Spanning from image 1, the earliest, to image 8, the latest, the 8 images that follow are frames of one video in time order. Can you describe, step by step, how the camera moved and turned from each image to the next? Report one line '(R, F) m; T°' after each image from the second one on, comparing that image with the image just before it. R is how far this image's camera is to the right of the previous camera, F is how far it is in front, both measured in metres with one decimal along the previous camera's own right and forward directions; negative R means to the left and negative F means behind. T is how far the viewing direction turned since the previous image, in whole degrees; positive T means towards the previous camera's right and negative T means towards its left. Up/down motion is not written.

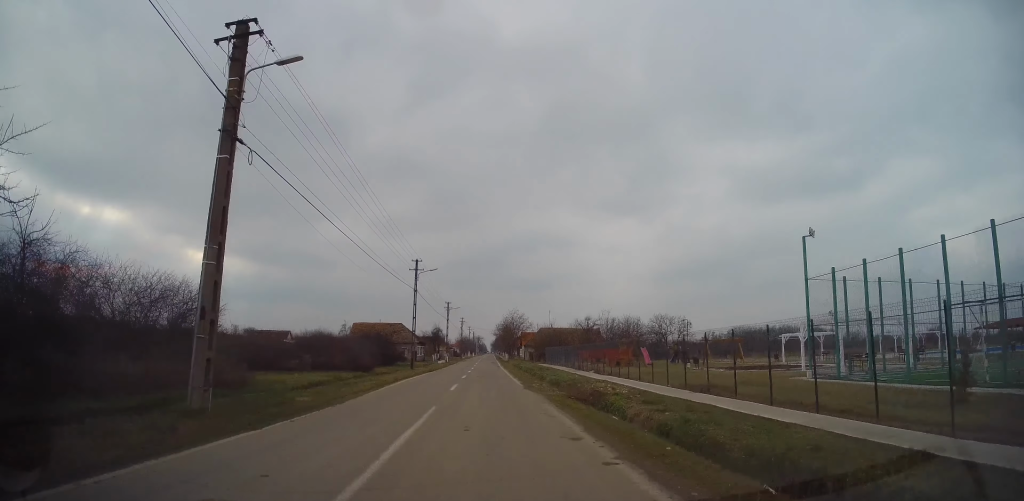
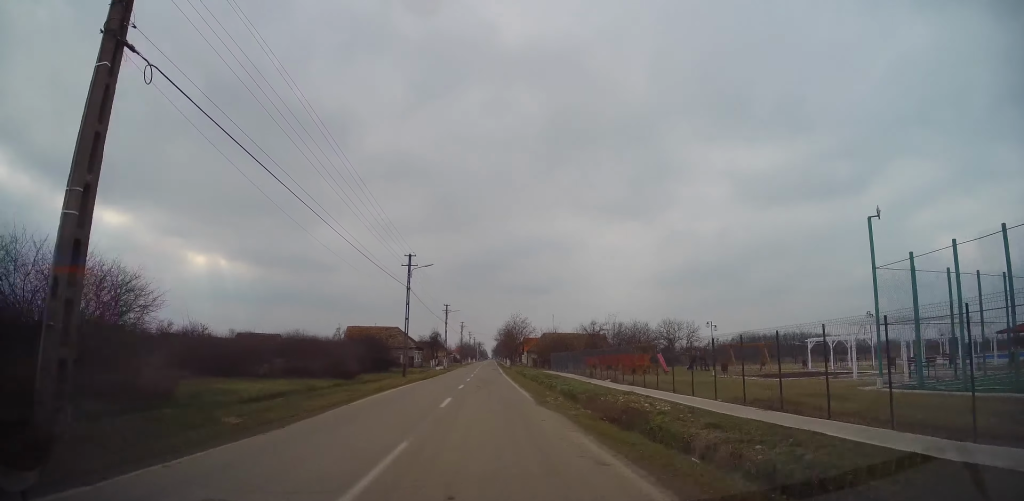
(-0.2, +4.1) m; -1°
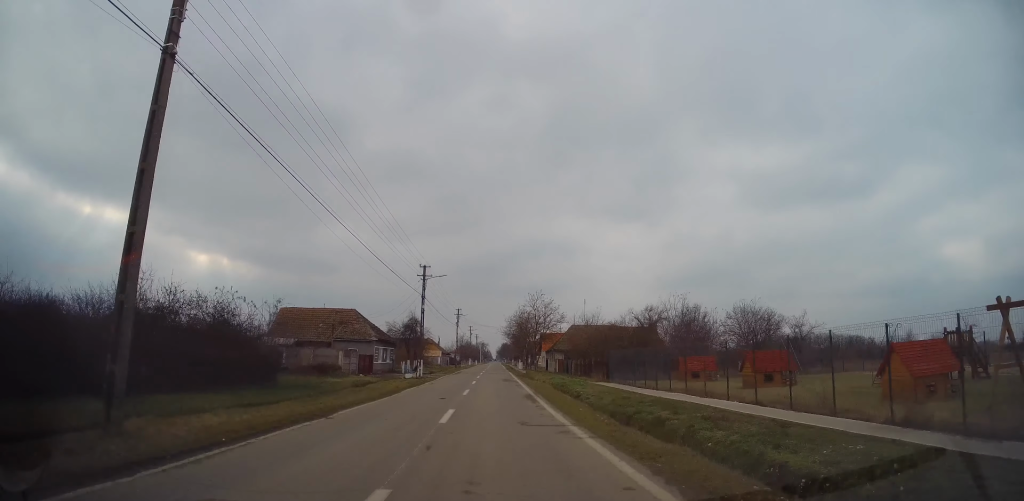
(-0.9, +28.3) m; -2°
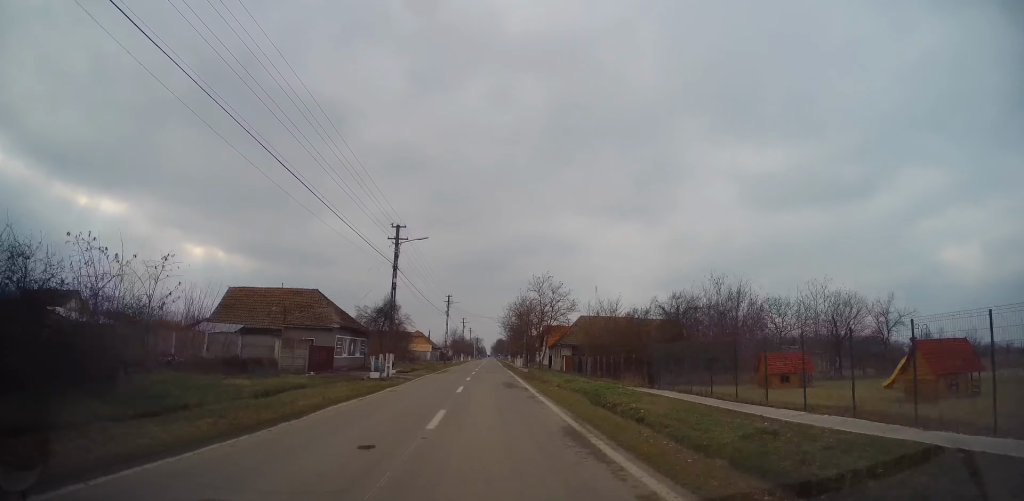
(+0.2, +10.1) m; 0°
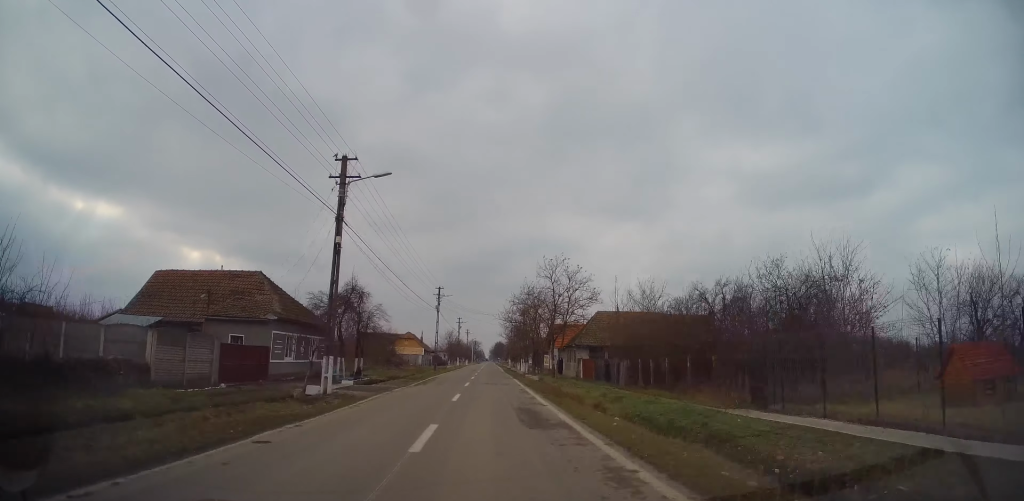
(-0.1, +10.5) m; -2°
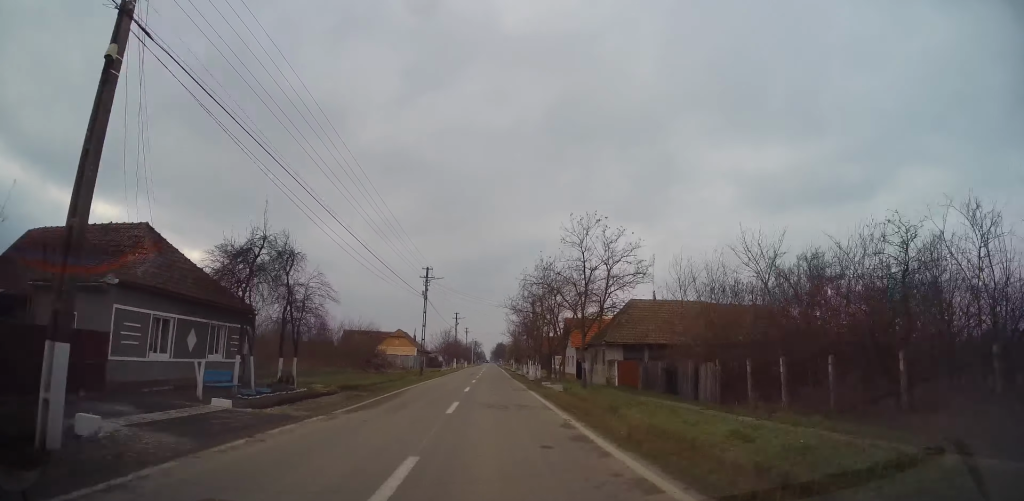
(-0.3, +12.0) m; +1°
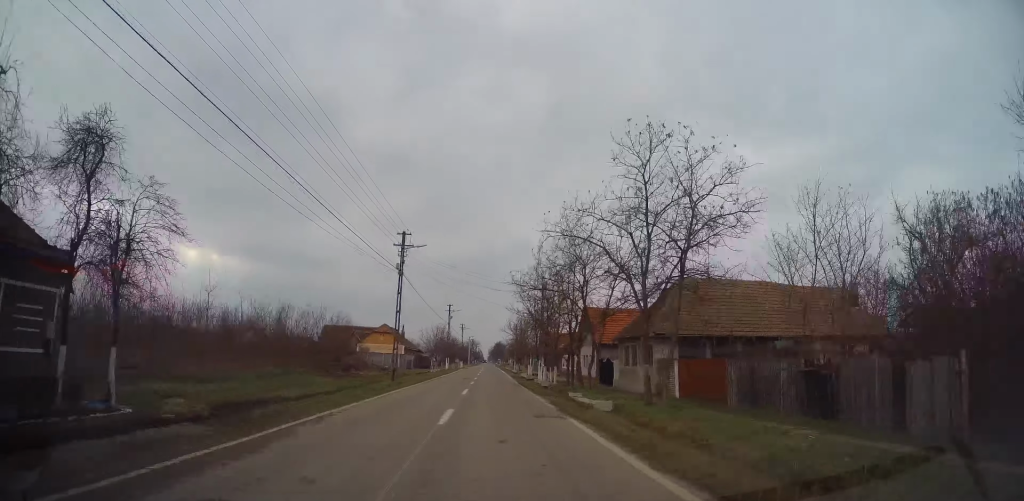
(+0.3, +11.1) m; +2°
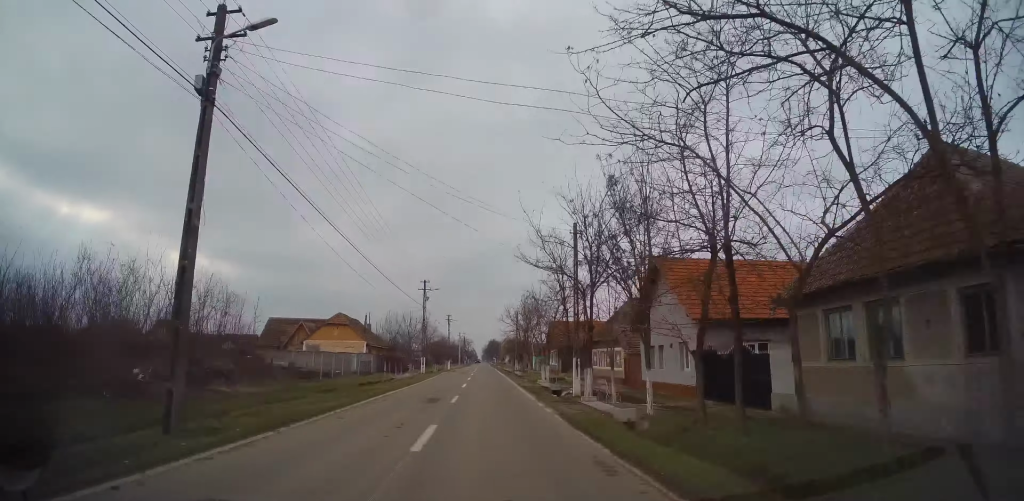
(+0.5, +19.7) m; +1°
